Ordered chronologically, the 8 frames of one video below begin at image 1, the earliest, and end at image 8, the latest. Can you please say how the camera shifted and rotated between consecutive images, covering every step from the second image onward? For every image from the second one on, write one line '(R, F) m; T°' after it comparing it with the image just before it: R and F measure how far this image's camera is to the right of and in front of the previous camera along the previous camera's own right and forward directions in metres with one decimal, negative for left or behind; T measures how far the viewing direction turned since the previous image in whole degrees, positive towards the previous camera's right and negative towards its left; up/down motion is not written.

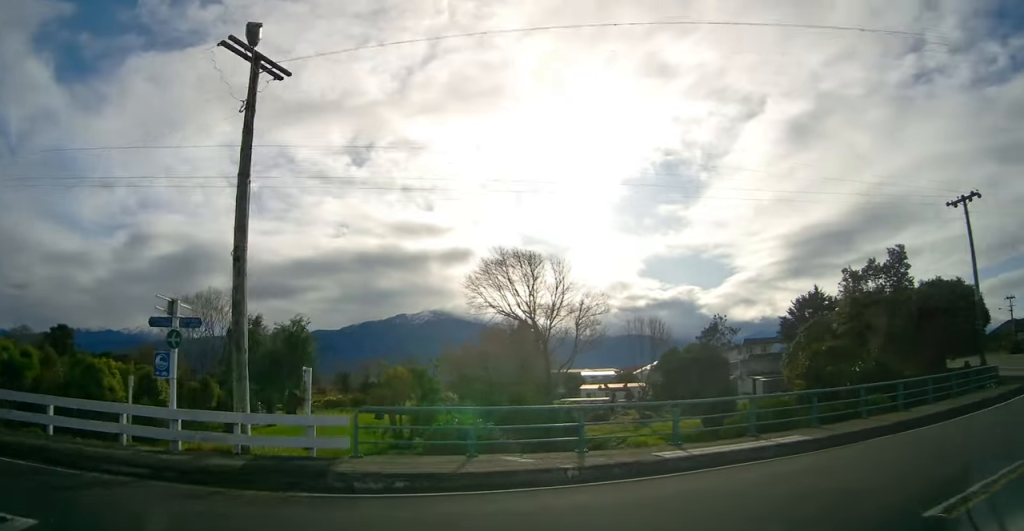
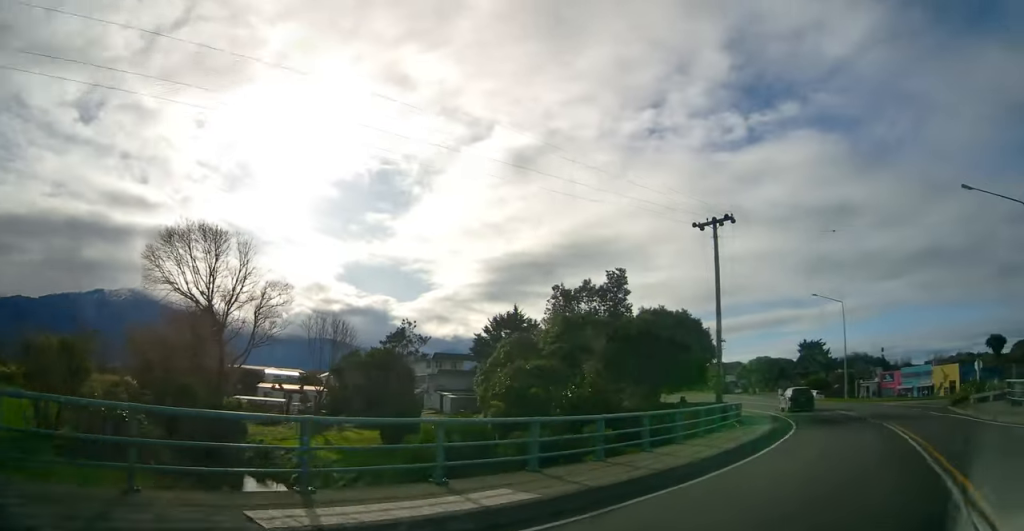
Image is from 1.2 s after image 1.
(+1.4, +6.1) m; +10°
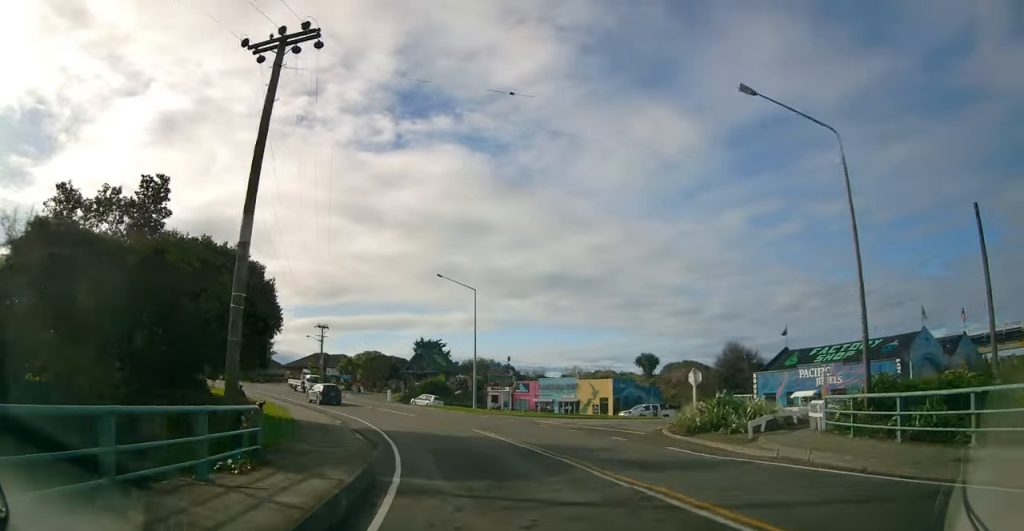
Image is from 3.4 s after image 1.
(+0.6, +15.3) m; +3°
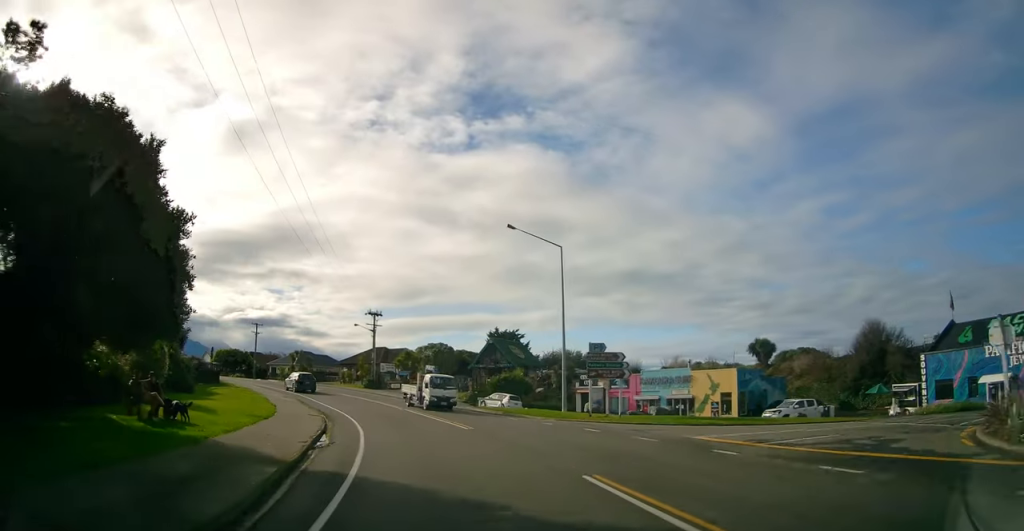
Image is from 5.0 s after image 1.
(+0.2, +14.6) m; -5°
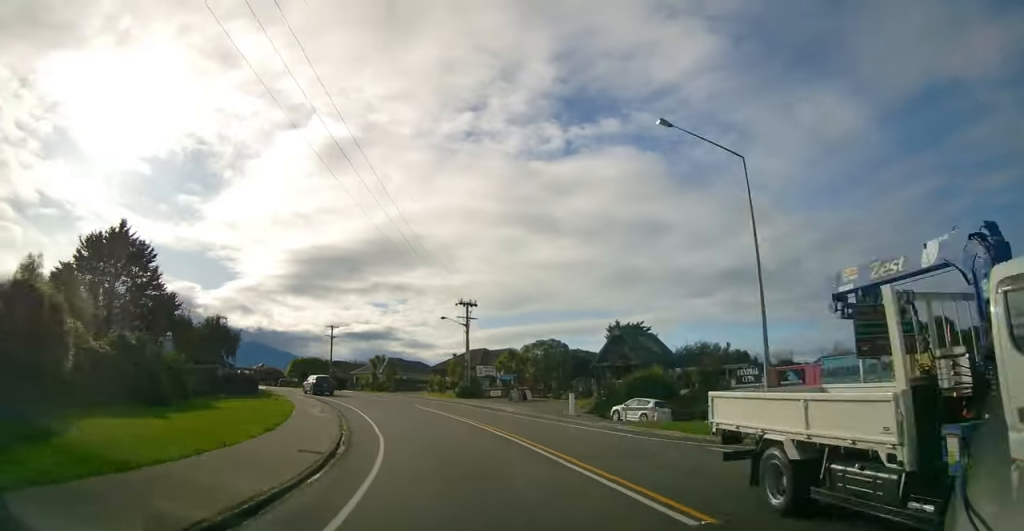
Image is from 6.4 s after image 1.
(-0.9, +14.4) m; -9°
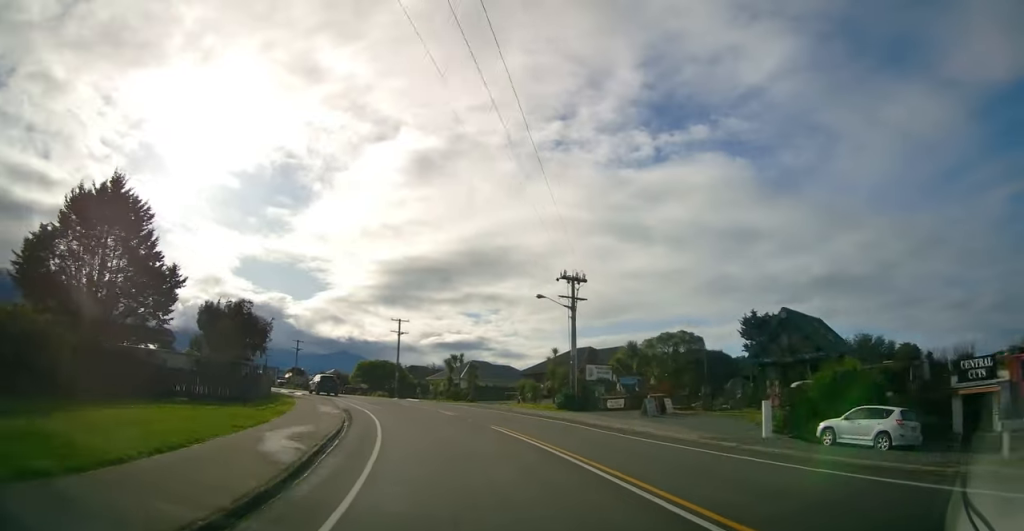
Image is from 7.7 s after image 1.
(-0.7, +14.6) m; -11°
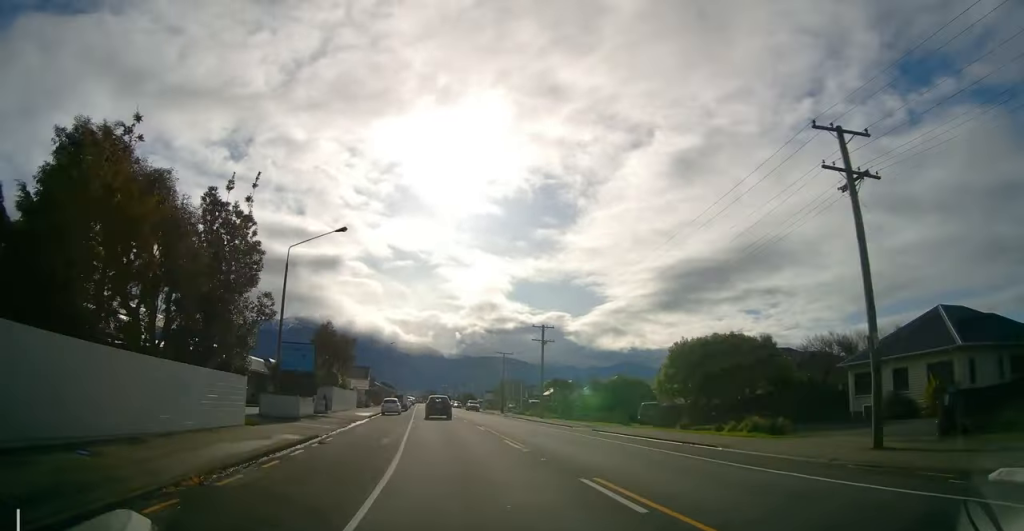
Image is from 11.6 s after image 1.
(-9.7, +46.0) m; -21°
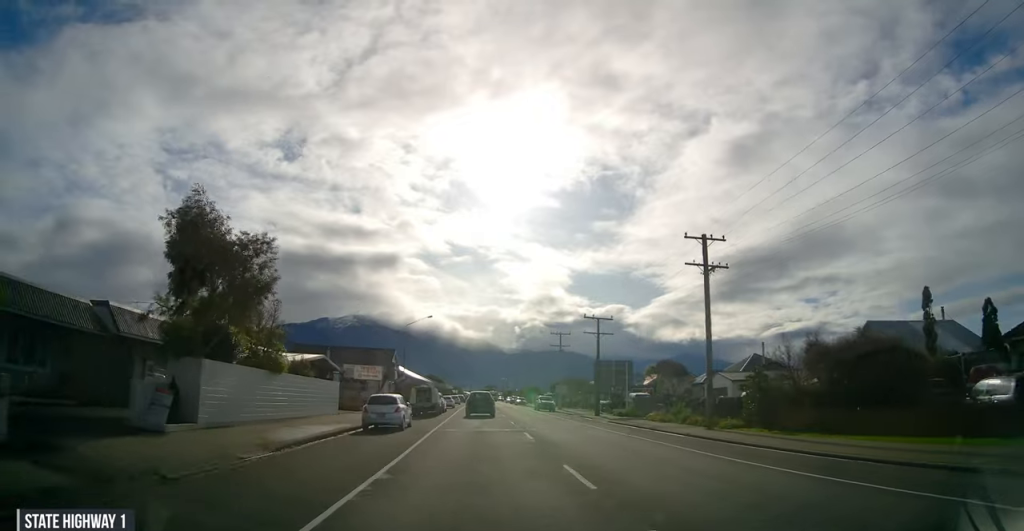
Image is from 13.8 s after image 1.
(-2.8, +27.0) m; -6°
